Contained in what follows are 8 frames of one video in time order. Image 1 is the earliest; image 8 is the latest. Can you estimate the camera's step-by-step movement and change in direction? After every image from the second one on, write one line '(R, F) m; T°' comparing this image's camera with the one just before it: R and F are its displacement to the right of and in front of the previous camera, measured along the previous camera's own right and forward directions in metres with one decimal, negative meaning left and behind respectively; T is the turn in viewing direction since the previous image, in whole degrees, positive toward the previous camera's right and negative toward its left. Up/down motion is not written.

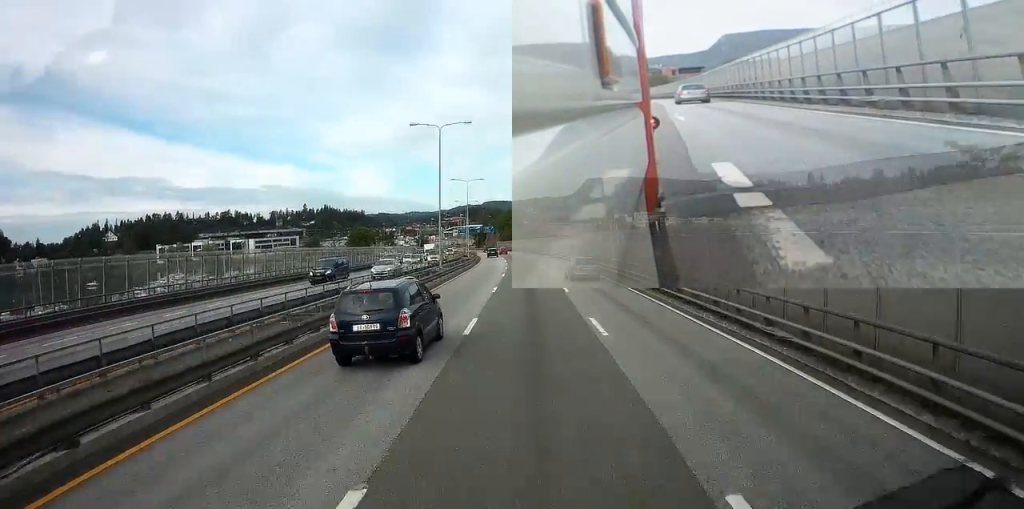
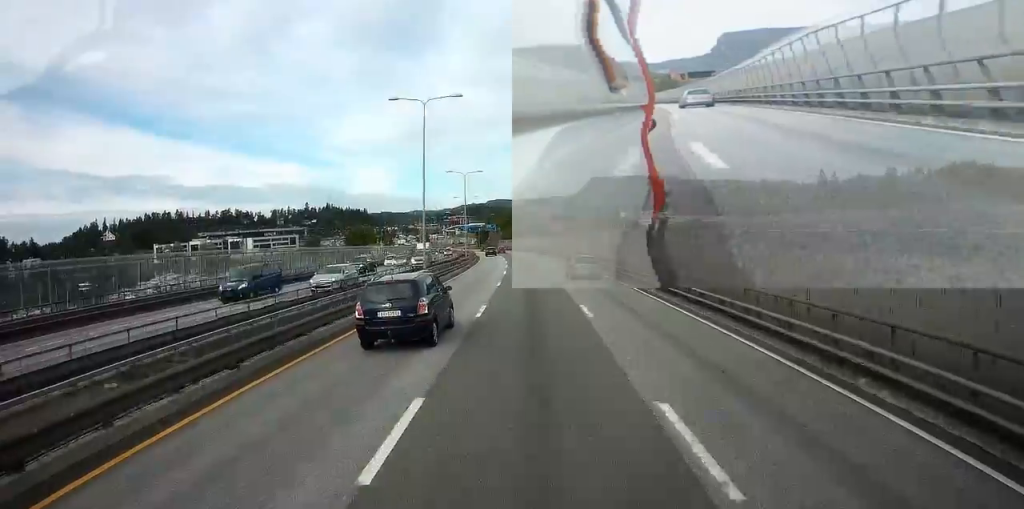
(+0.1, +8.9) m; 0°
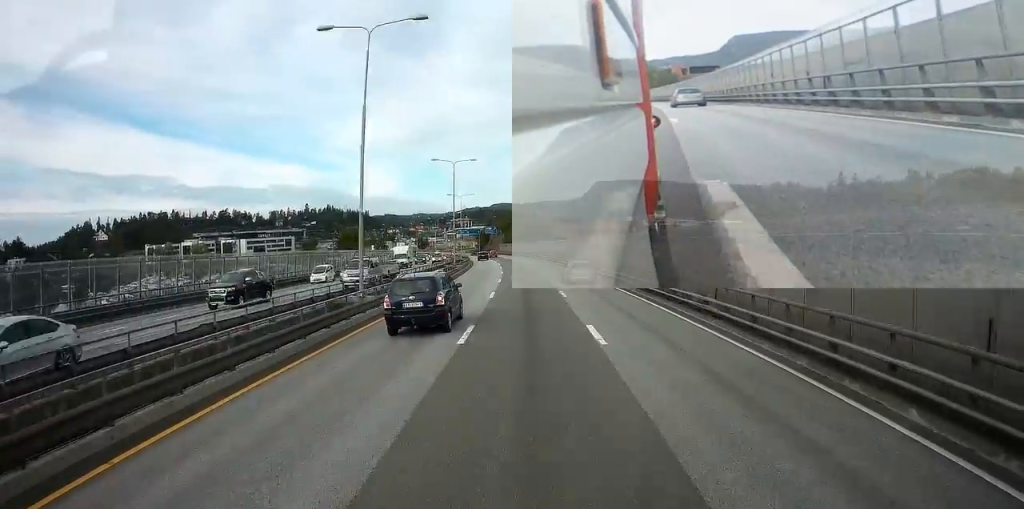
(-0.1, +15.7) m; -1°
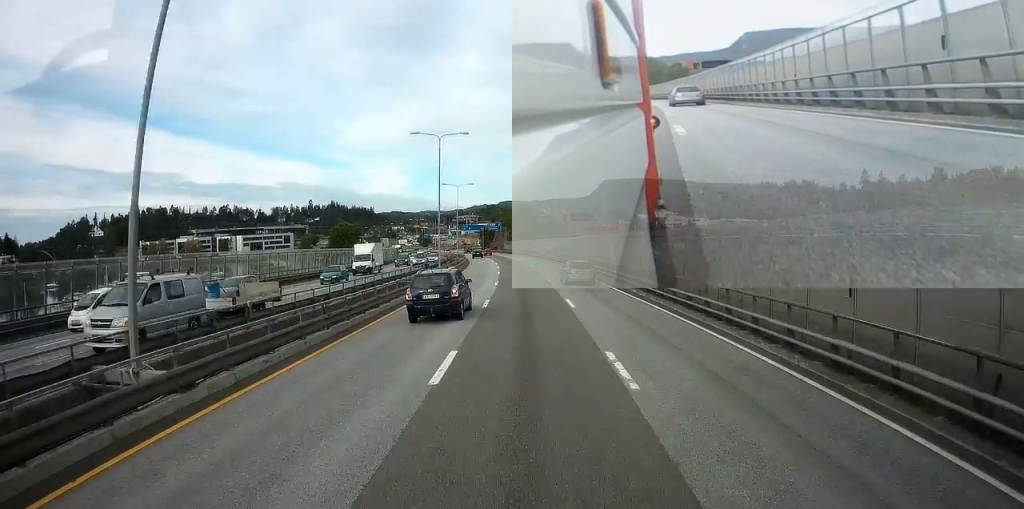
(-0.1, +15.0) m; -1°
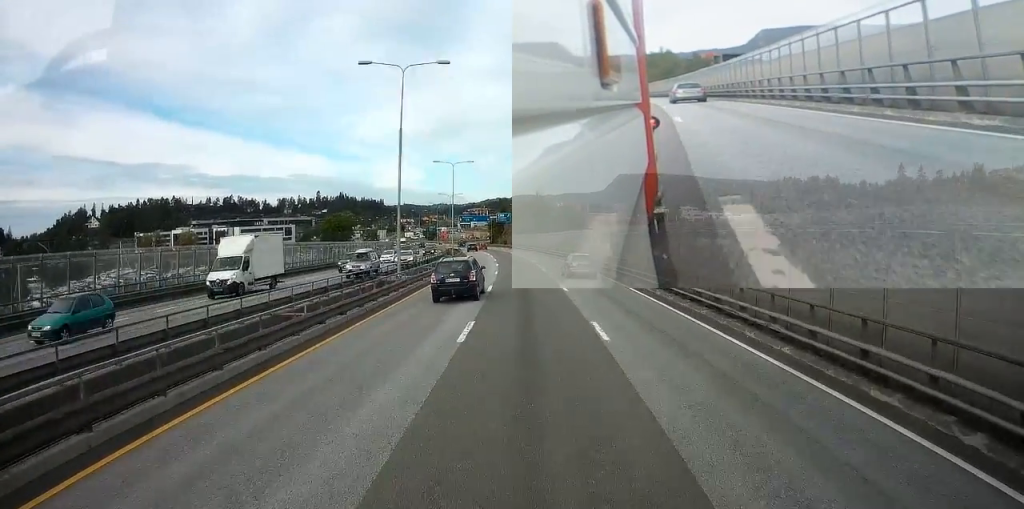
(-0.2, +20.4) m; -2°
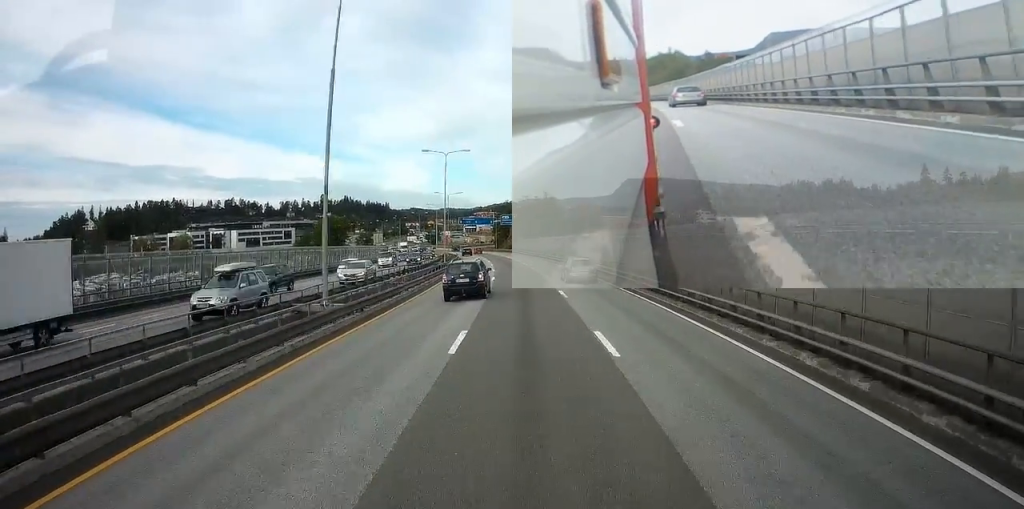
(-0.3, +13.0) m; -1°
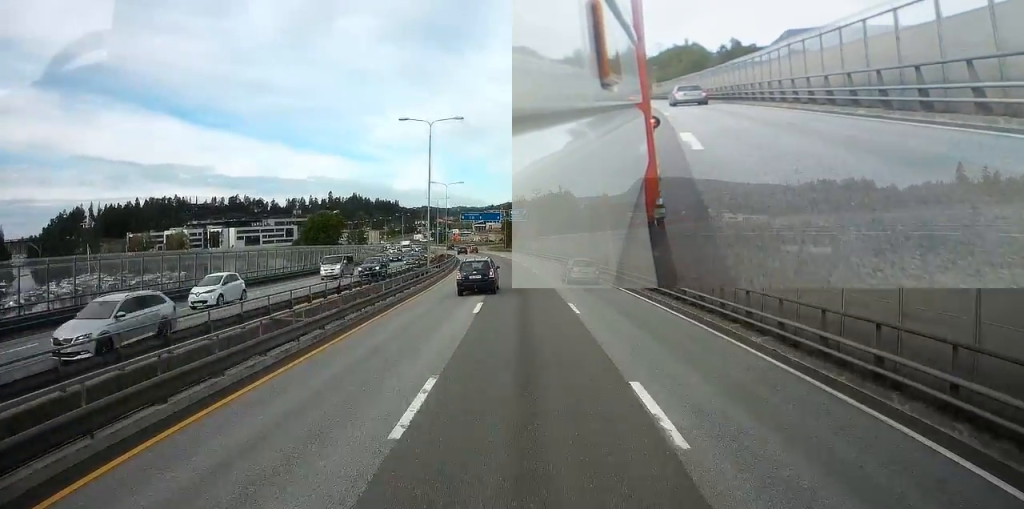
(-0.3, +17.0) m; -2°
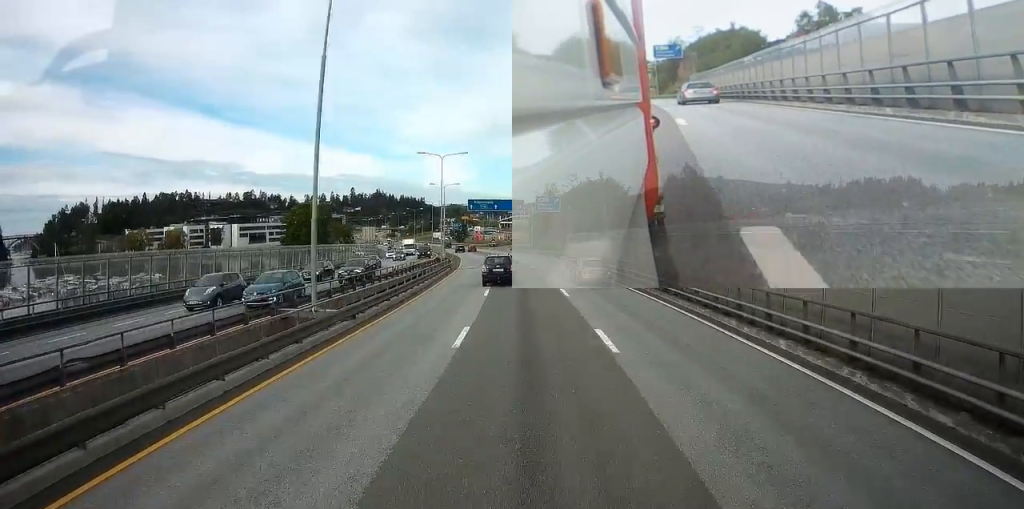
(-0.8, +30.8) m; -3°
